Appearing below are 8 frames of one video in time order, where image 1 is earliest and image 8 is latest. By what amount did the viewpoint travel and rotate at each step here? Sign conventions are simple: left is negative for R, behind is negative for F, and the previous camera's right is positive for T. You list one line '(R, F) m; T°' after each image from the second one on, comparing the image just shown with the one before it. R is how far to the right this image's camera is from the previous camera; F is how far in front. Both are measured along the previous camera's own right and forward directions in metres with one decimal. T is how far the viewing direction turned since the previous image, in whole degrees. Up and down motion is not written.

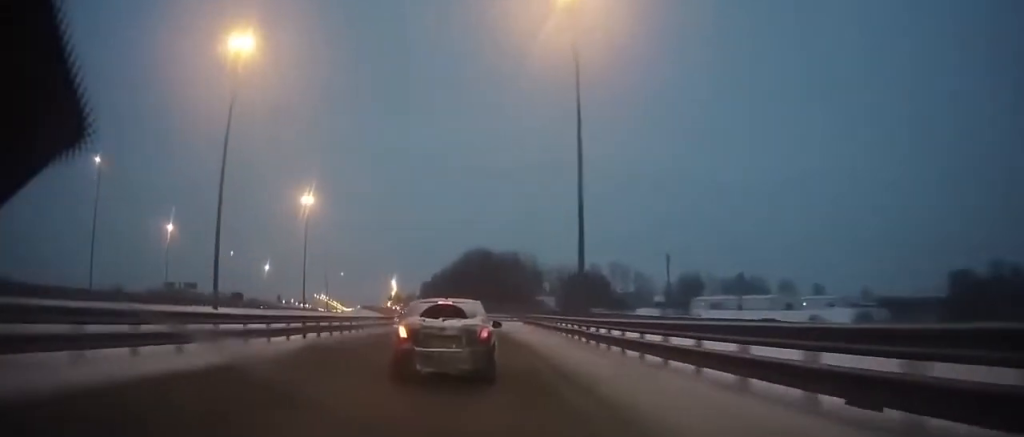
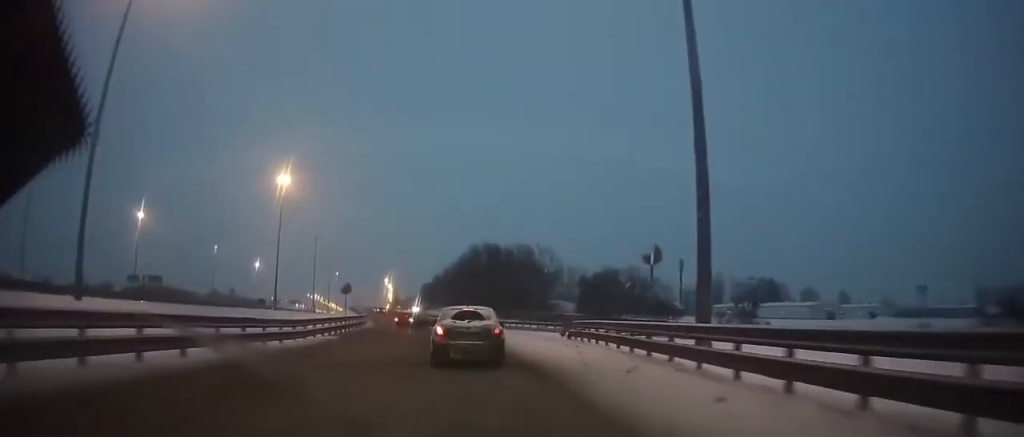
(-0.4, +29.5) m; -1°
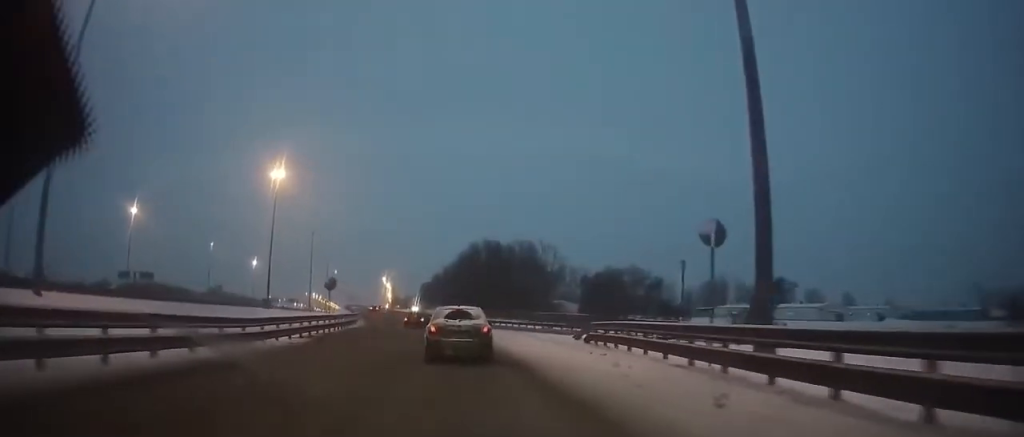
(0.0, +5.5) m; 0°
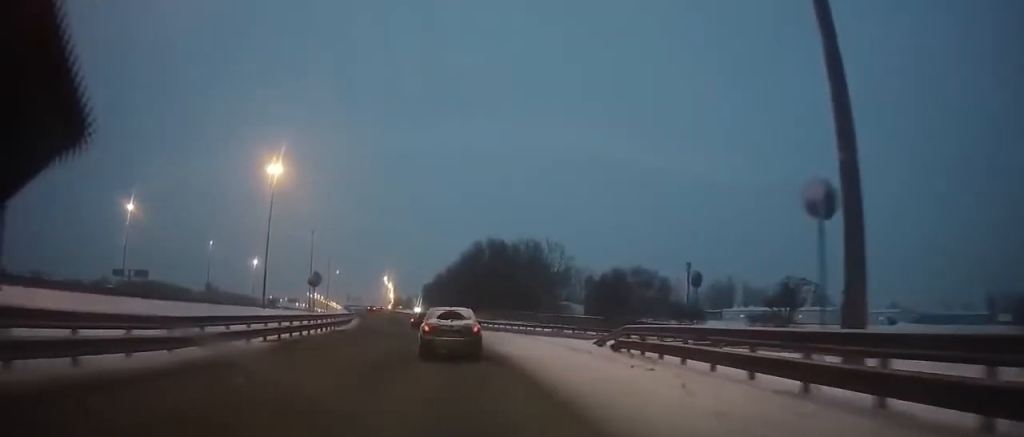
(0.0, +4.6) m; -1°
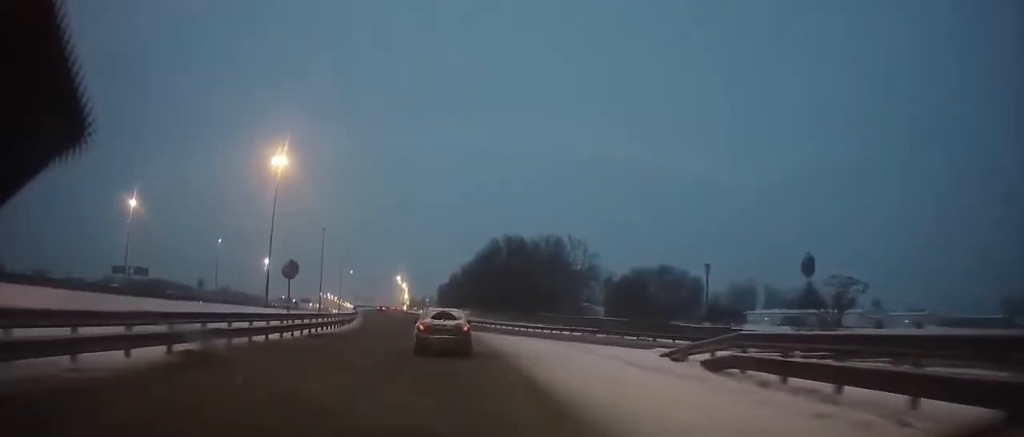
(-0.1, +8.1) m; -1°
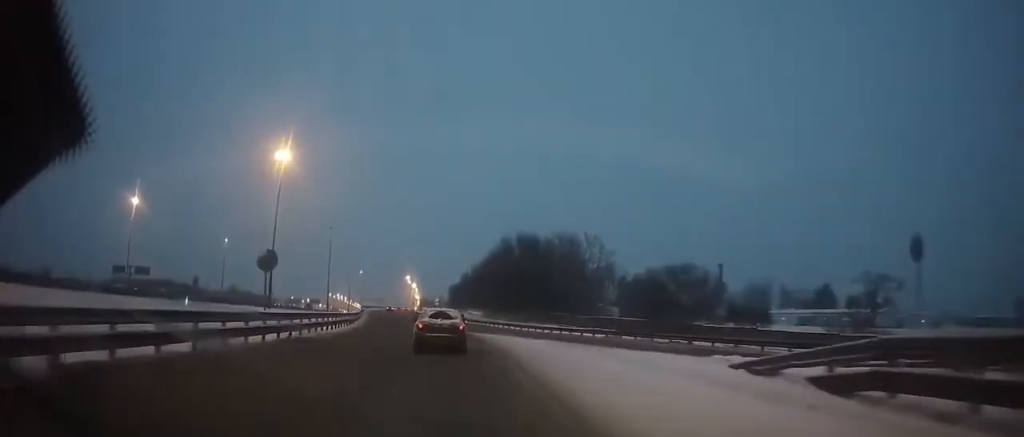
(0.0, +4.9) m; -1°
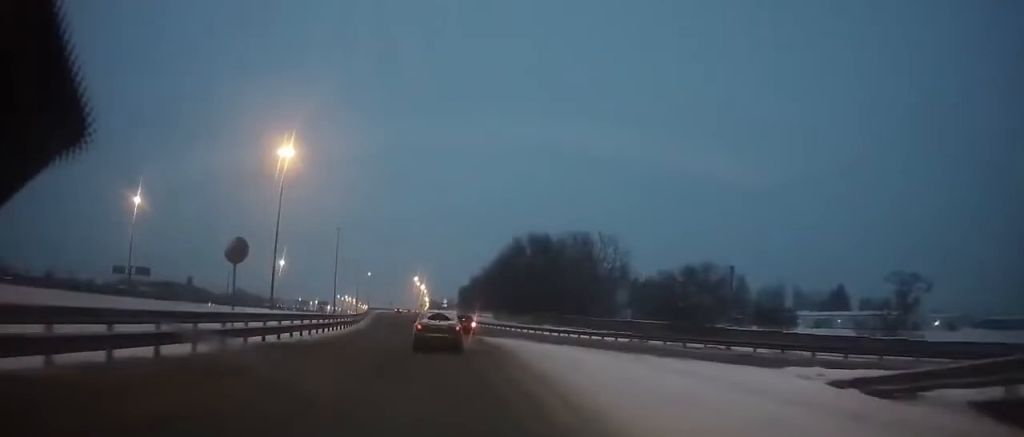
(0.0, +4.4) m; -1°
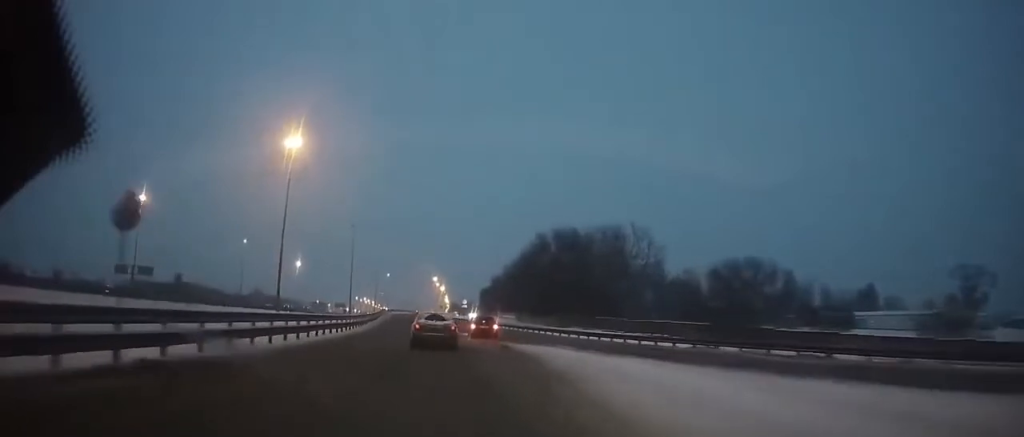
(-0.1, +7.8) m; -2°
